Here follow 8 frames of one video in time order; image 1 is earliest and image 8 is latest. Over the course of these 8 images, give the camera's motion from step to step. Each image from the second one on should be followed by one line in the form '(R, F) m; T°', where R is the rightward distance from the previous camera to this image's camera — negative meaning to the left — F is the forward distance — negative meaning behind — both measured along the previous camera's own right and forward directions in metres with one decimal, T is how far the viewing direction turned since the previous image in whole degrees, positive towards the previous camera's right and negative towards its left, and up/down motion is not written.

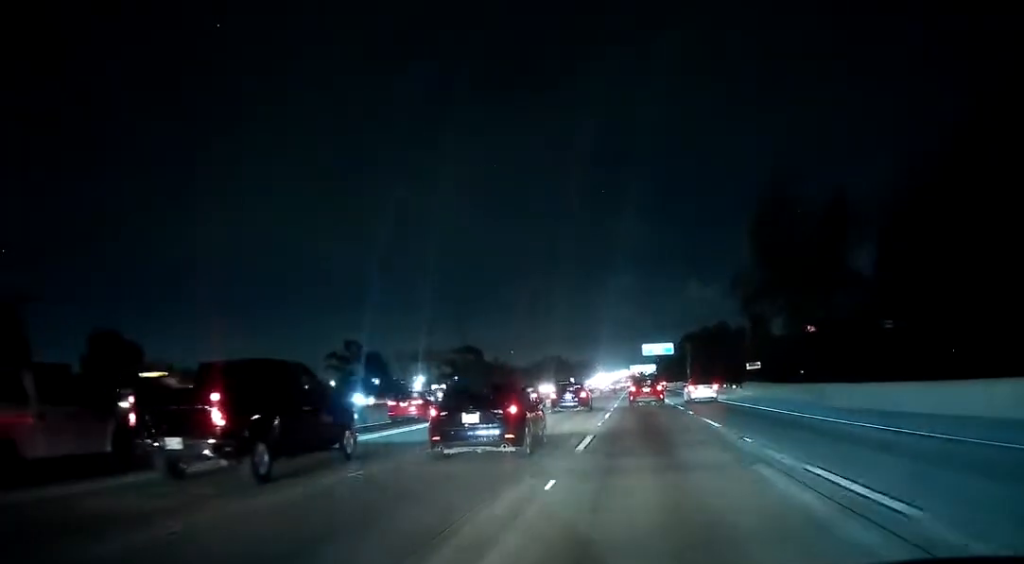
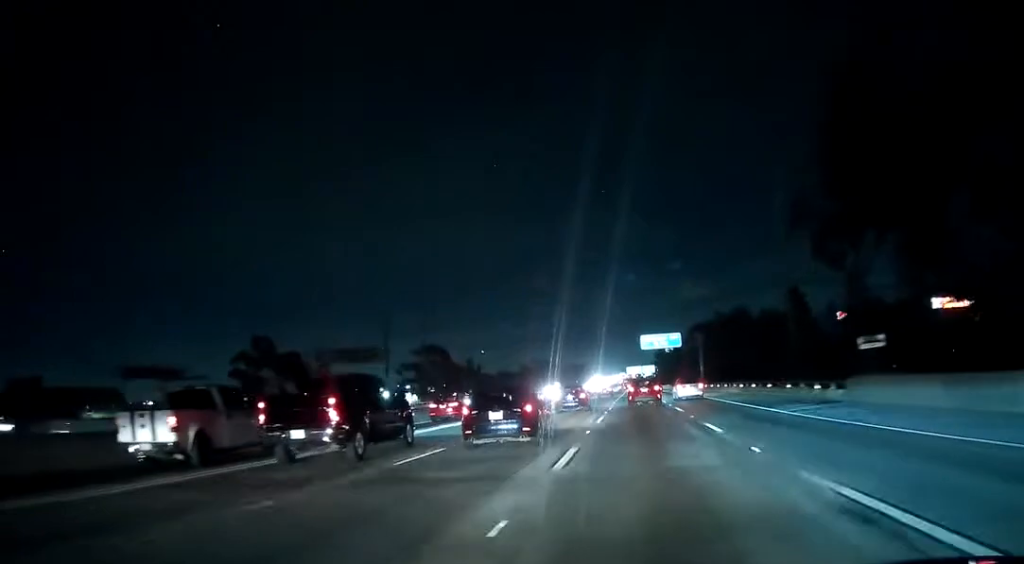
(+0.2, +32.5) m; -1°
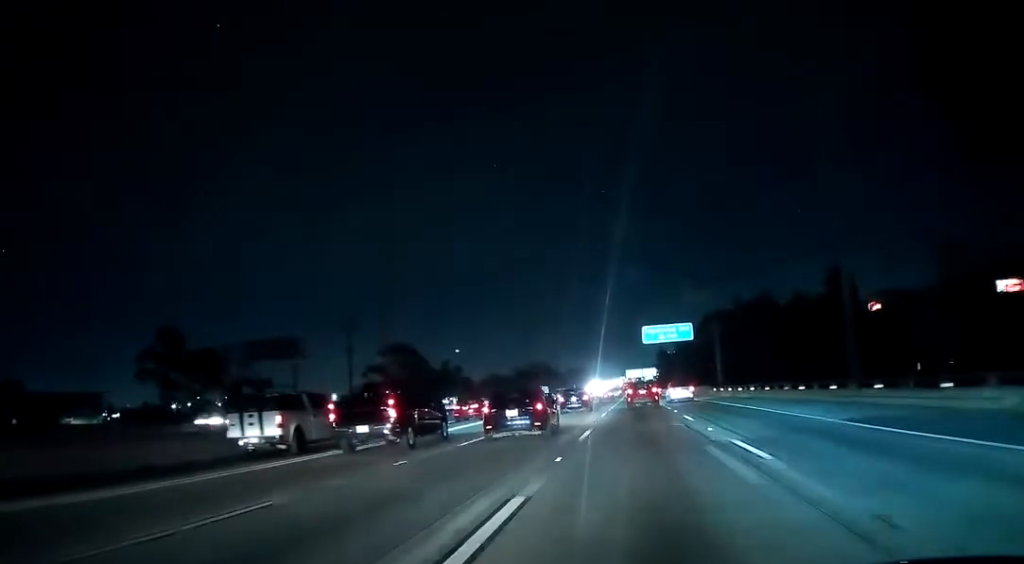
(-0.3, +22.6) m; -1°
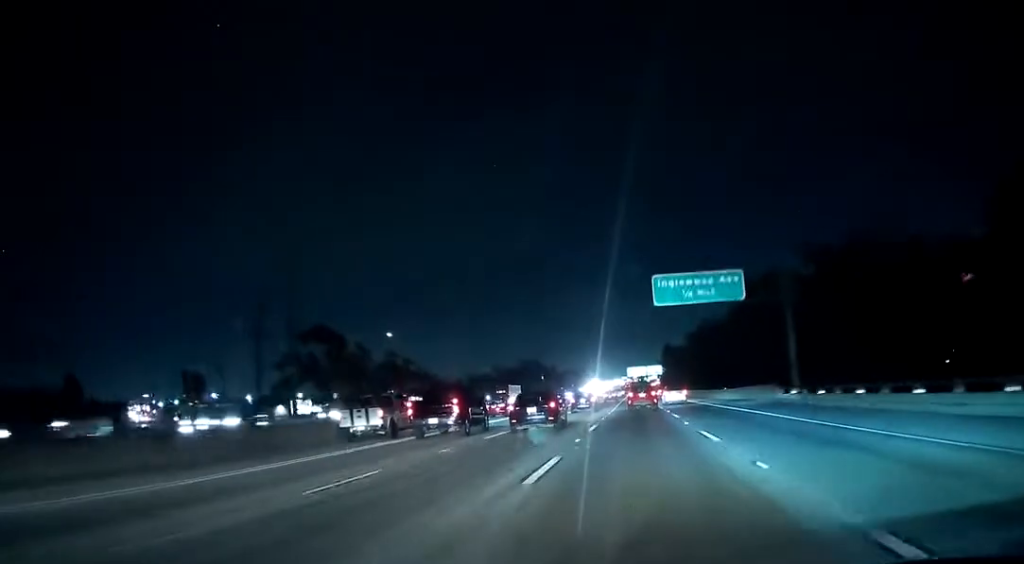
(+0.1, +38.7) m; +1°
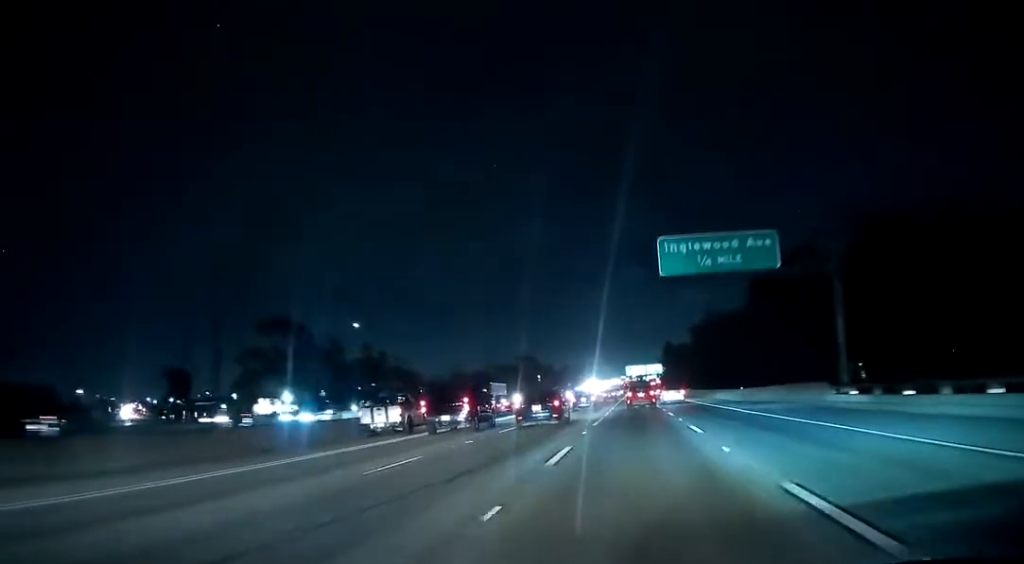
(+0.1, +11.2) m; 0°
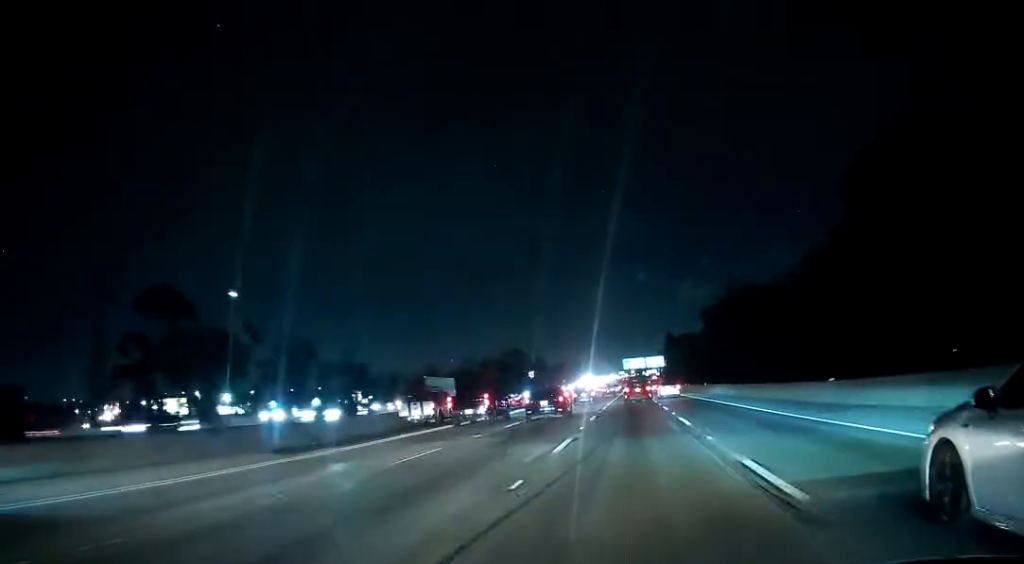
(+0.1, +27.4) m; 0°
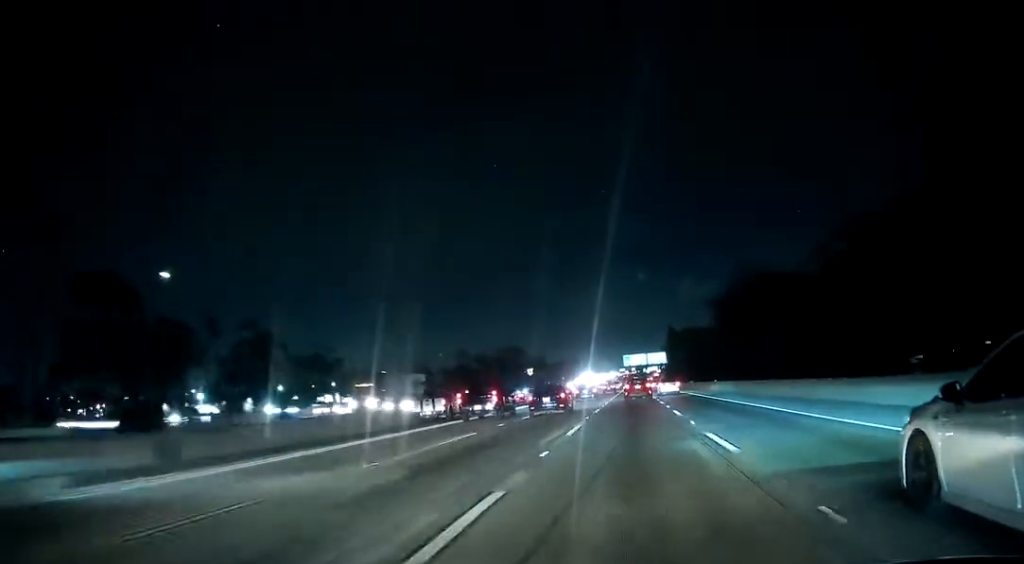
(0.0, +10.5) m; 0°
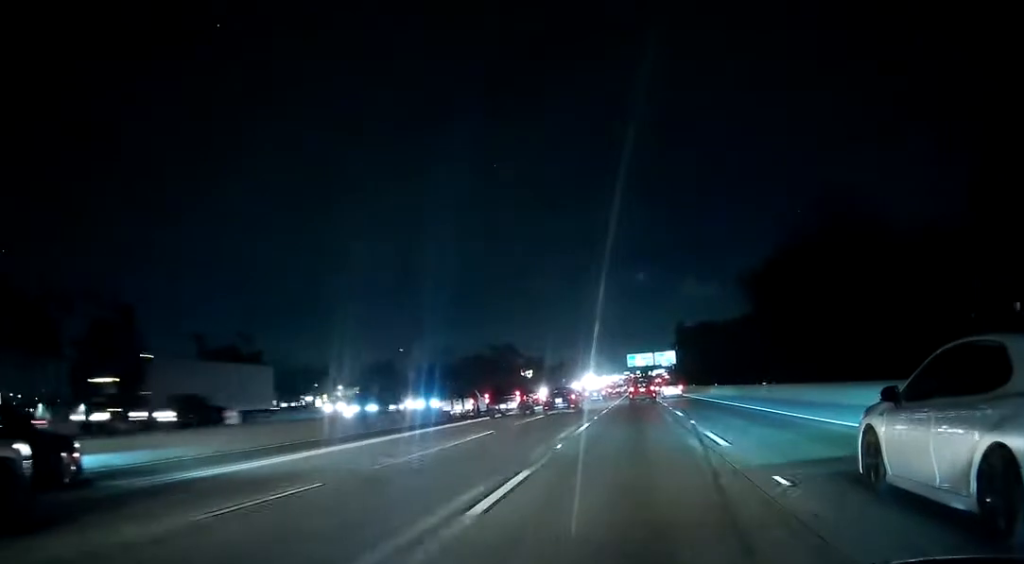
(-0.1, +26.9) m; -1°
